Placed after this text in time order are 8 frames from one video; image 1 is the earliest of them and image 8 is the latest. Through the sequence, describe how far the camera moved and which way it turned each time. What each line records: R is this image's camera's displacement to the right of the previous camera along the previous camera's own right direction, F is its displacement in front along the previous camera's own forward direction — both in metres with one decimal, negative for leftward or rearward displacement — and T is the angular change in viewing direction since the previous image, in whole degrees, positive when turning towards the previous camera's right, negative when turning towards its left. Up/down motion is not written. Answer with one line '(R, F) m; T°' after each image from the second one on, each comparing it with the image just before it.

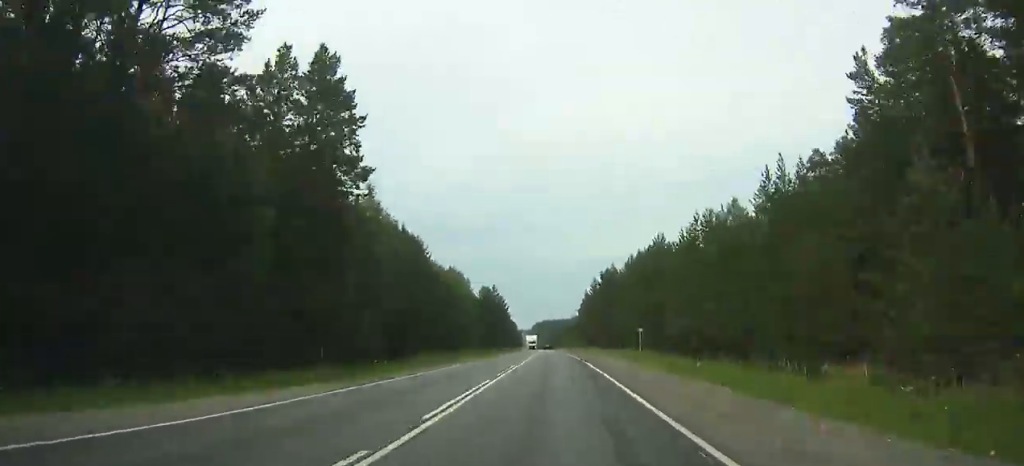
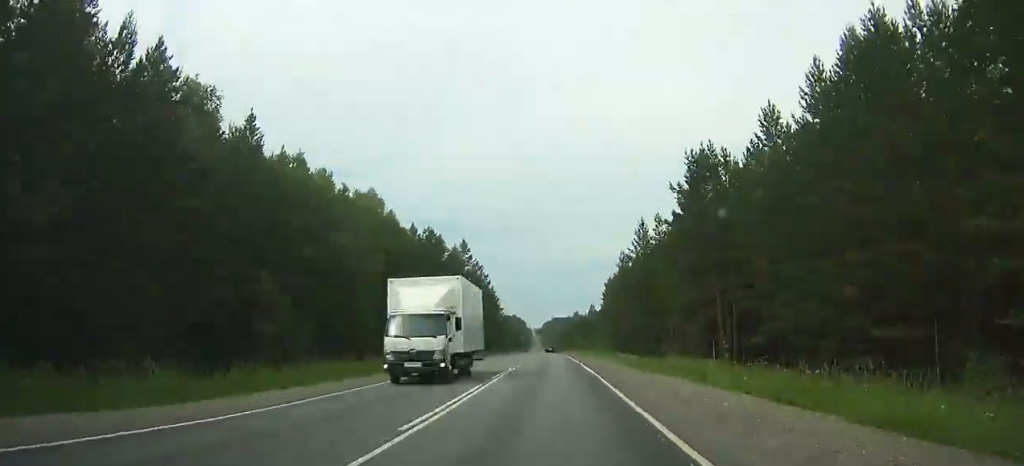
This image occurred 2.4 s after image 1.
(-0.9, +70.7) m; -1°
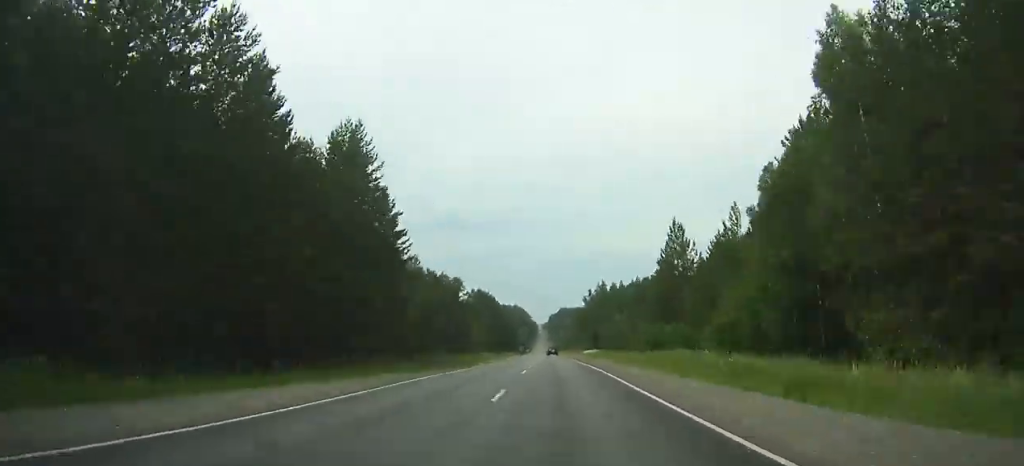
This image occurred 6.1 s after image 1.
(-1.4, +107.3) m; -1°
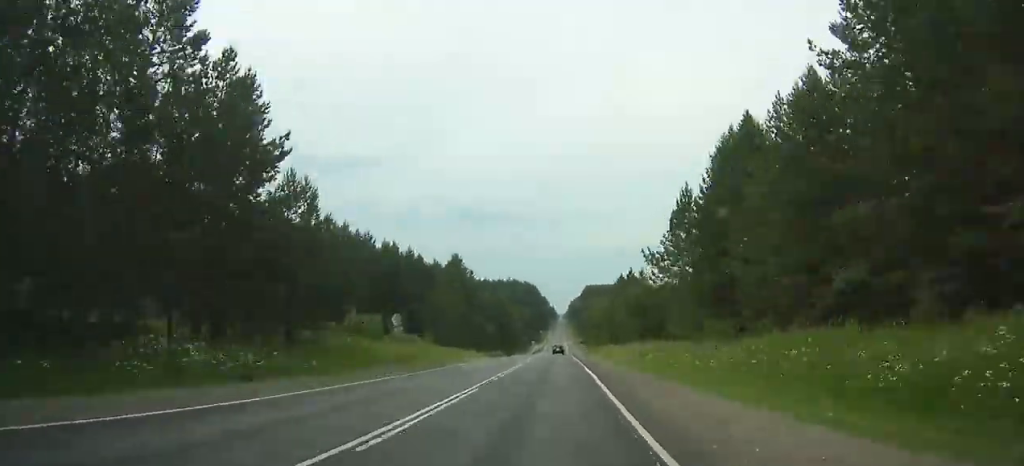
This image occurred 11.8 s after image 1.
(-28.4, +159.0) m; -5°
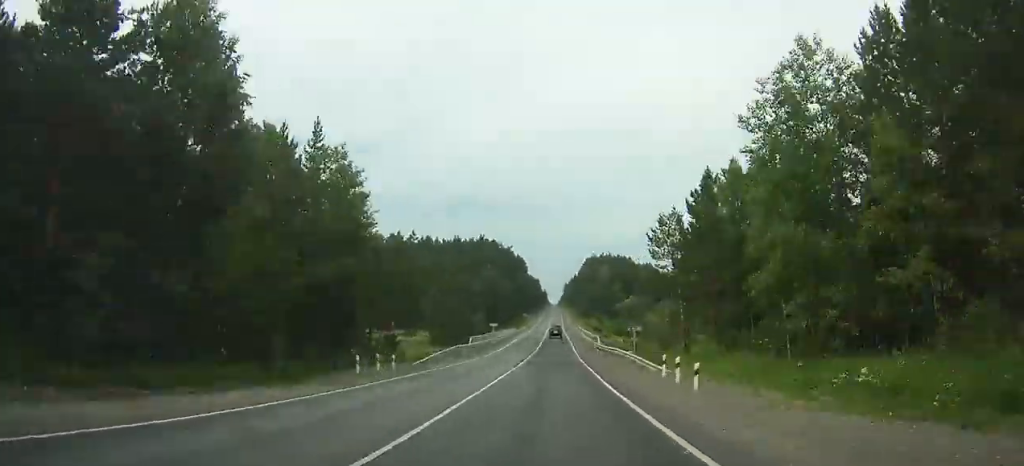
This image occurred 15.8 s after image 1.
(+30.5, +119.6) m; +14°
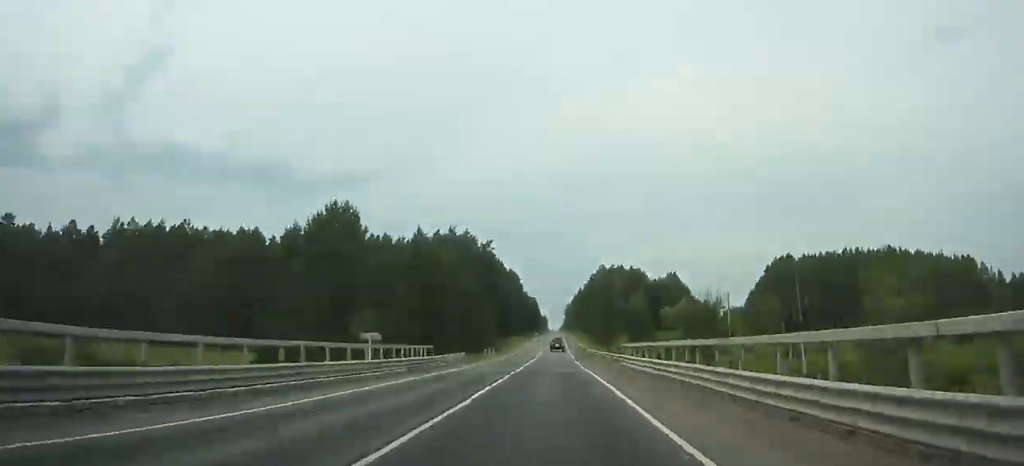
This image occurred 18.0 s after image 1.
(-7.3, +68.6) m; -6°
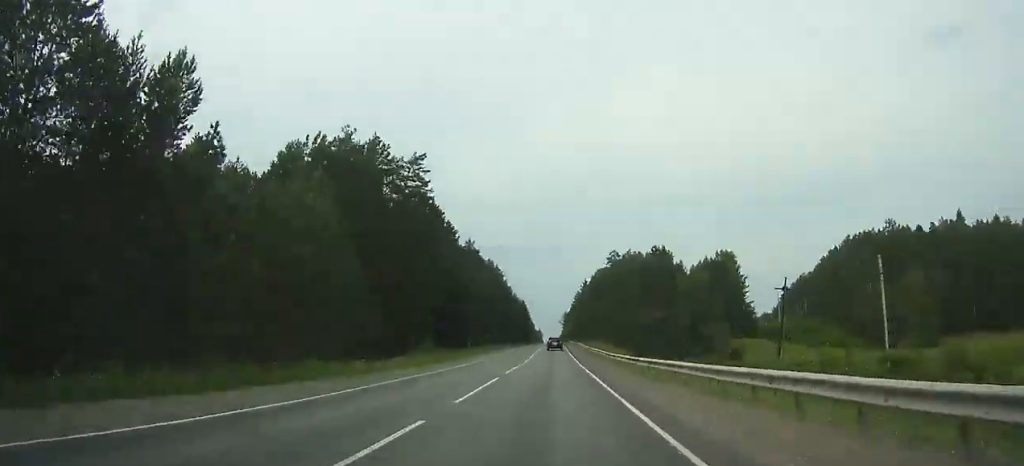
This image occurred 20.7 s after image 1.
(-3.6, +81.7) m; -2°
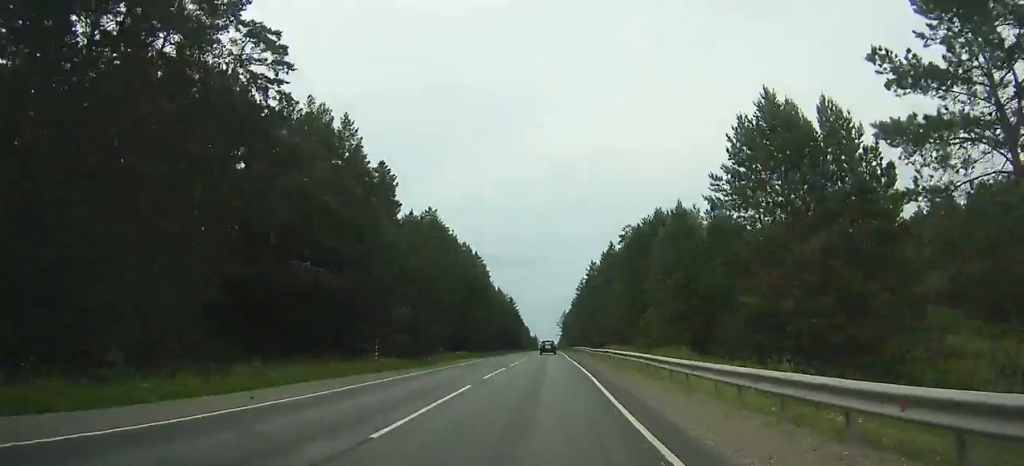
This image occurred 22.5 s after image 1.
(-0.3, +54.6) m; 0°
